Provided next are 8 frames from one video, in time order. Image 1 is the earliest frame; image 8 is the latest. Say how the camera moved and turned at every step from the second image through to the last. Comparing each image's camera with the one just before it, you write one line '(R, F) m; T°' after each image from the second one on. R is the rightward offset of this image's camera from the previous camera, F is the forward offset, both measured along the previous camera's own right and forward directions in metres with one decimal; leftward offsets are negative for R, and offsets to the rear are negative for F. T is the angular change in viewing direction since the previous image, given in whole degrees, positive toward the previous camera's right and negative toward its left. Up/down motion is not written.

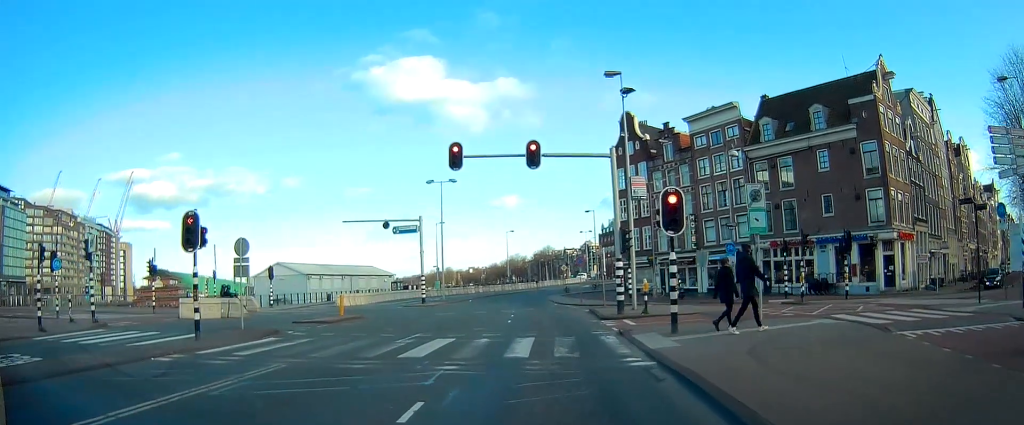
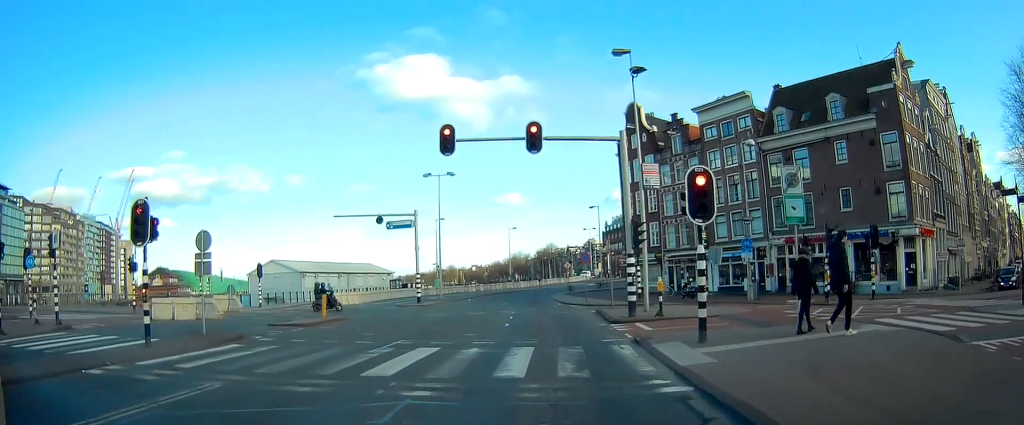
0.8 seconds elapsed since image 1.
(0.0, +2.6) m; 0°
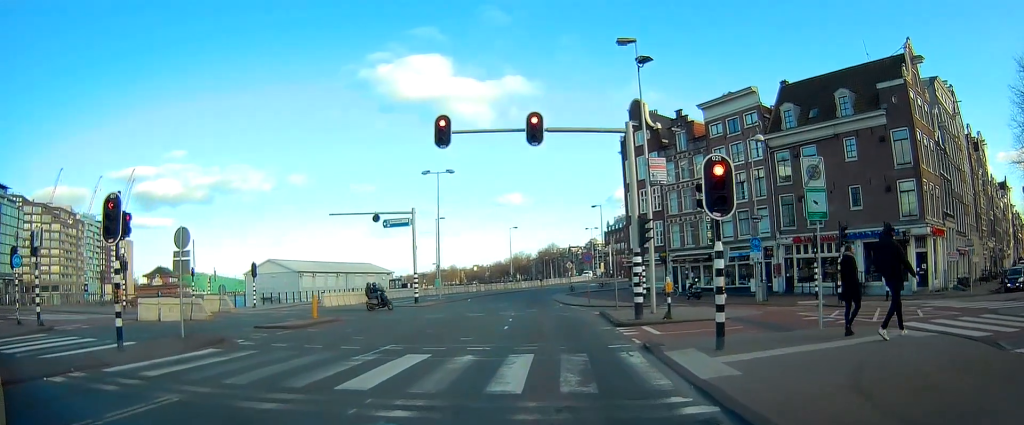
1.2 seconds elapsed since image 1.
(0.0, +1.4) m; 0°
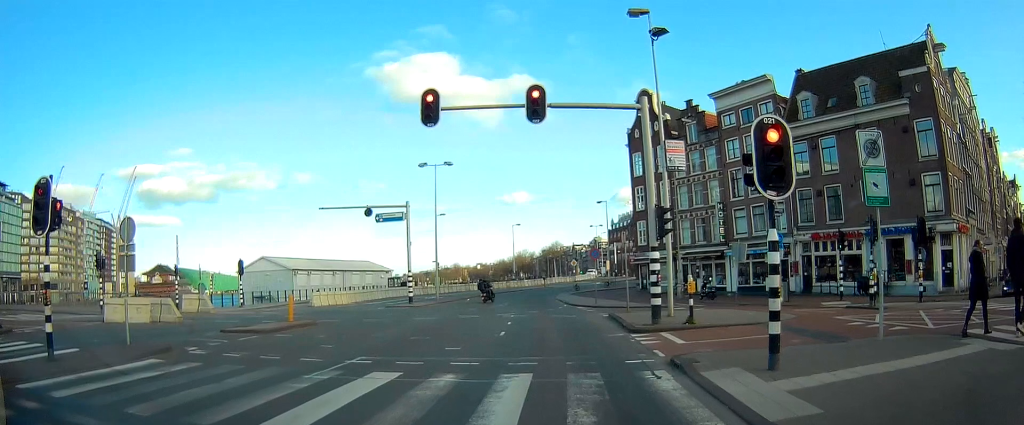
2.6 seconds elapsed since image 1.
(-0.1, +2.9) m; -2°
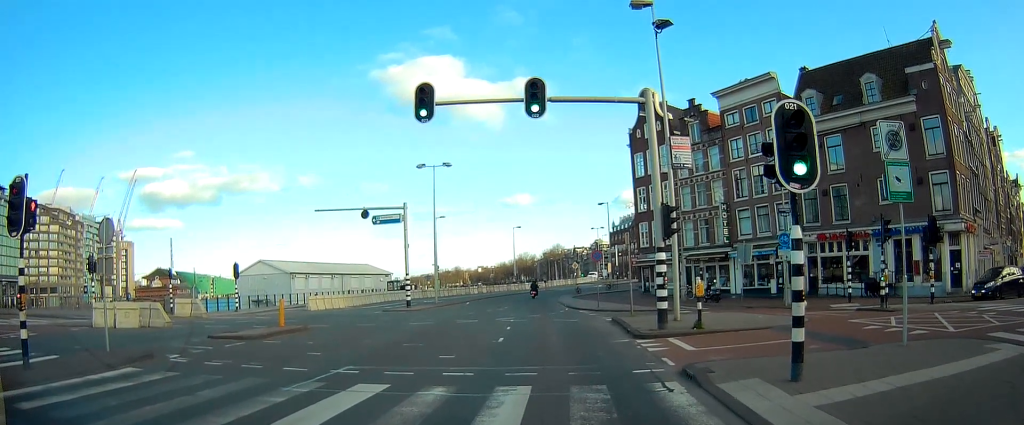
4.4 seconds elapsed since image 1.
(-0.1, +1.2) m; 0°
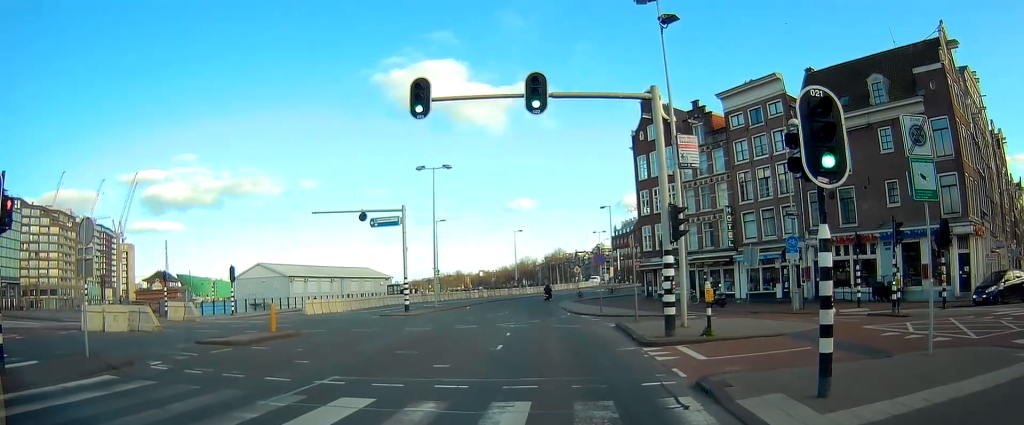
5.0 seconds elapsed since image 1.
(+0.1, +0.3) m; 0°
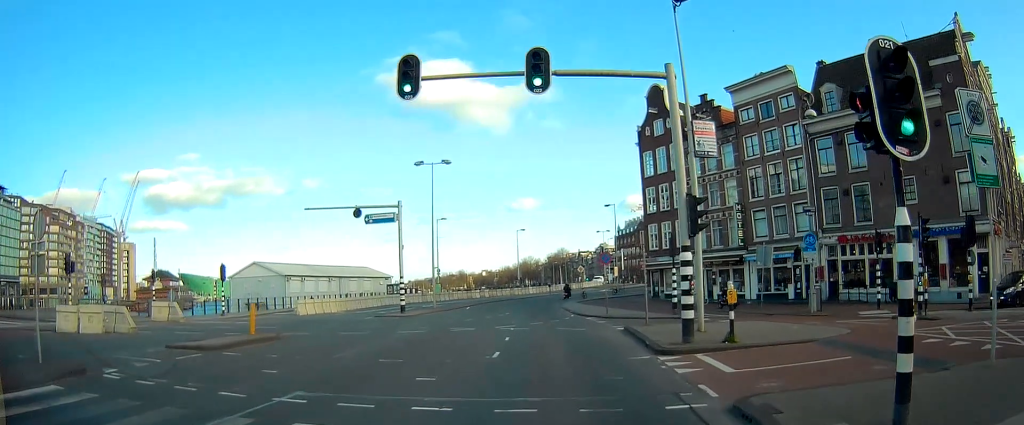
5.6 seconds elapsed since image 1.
(+0.1, +0.6) m; -1°
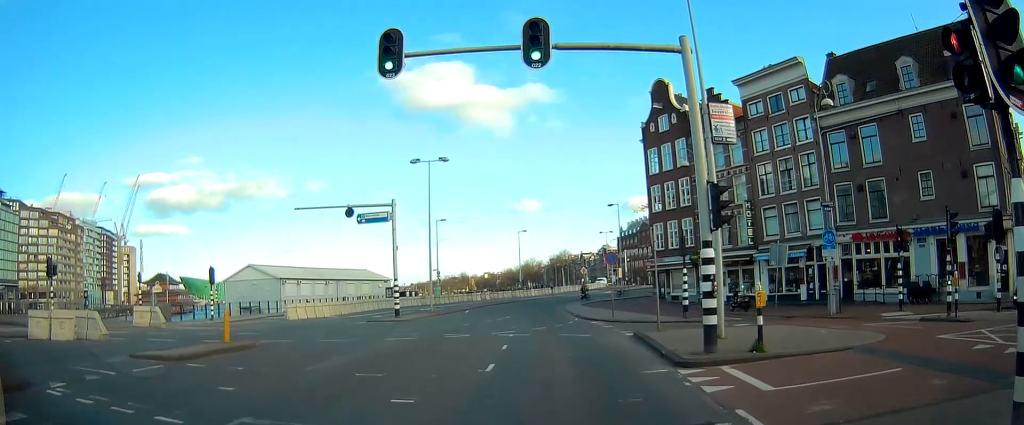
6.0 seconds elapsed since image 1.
(+0.1, +0.7) m; -1°
